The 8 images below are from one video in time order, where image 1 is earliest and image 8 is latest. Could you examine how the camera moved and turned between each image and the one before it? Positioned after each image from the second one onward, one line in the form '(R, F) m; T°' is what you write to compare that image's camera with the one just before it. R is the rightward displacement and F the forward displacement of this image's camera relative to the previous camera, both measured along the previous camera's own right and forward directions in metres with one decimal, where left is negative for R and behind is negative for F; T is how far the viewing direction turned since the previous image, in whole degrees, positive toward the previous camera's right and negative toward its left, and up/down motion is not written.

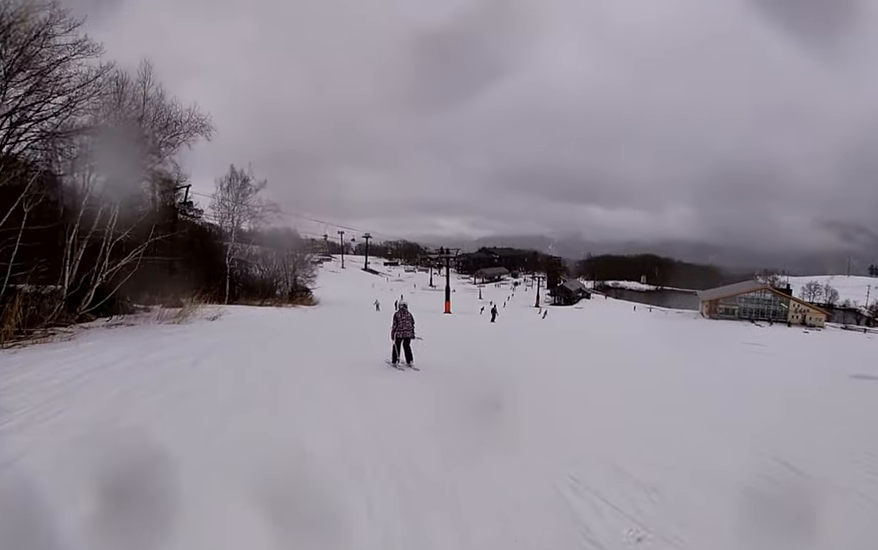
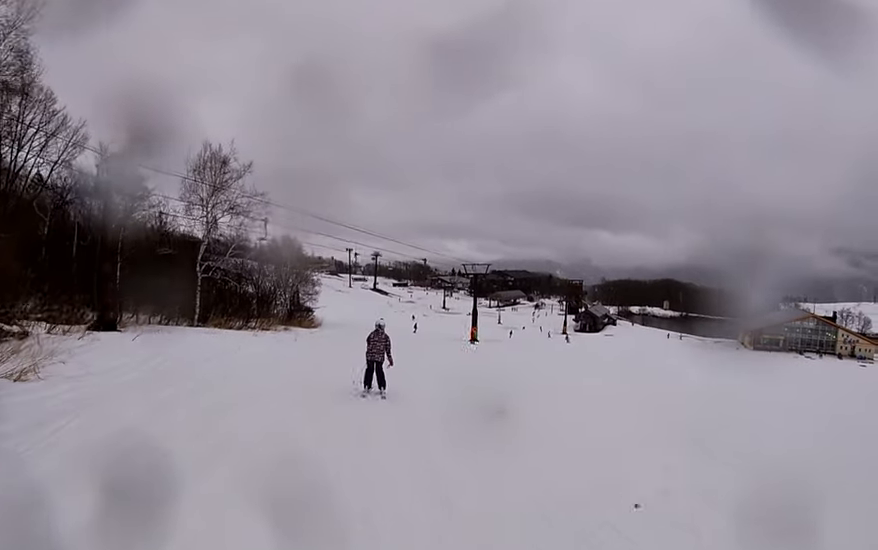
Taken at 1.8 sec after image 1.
(+0.1, +15.7) m; +4°
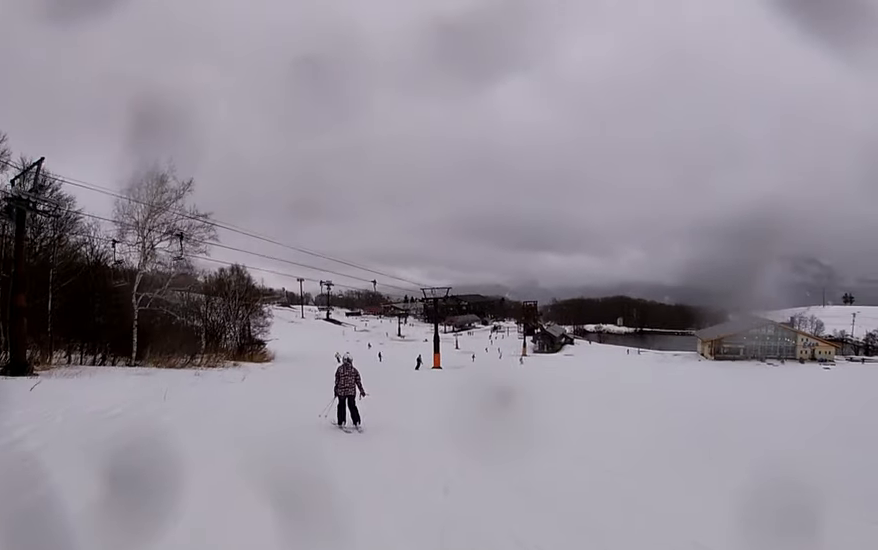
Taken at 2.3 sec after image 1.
(+0.1, +4.5) m; 0°
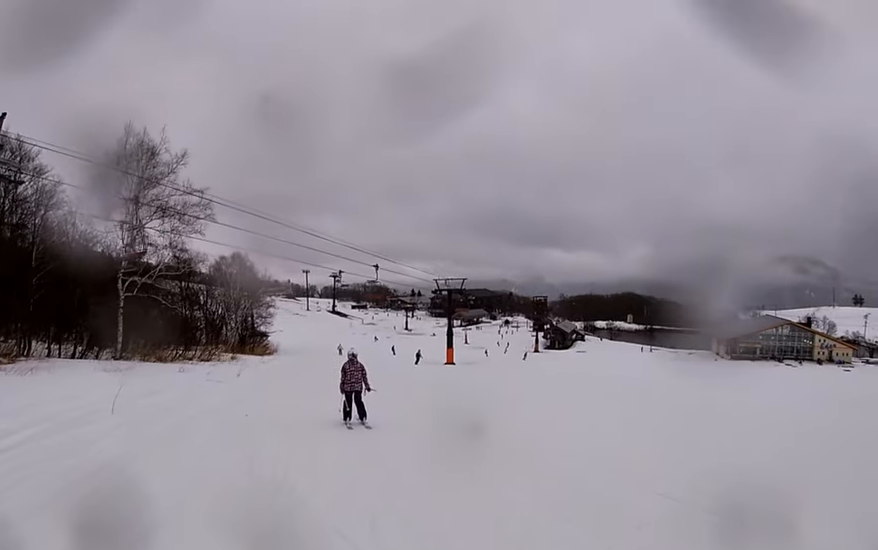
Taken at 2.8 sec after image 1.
(+0.1, +4.4) m; 0°
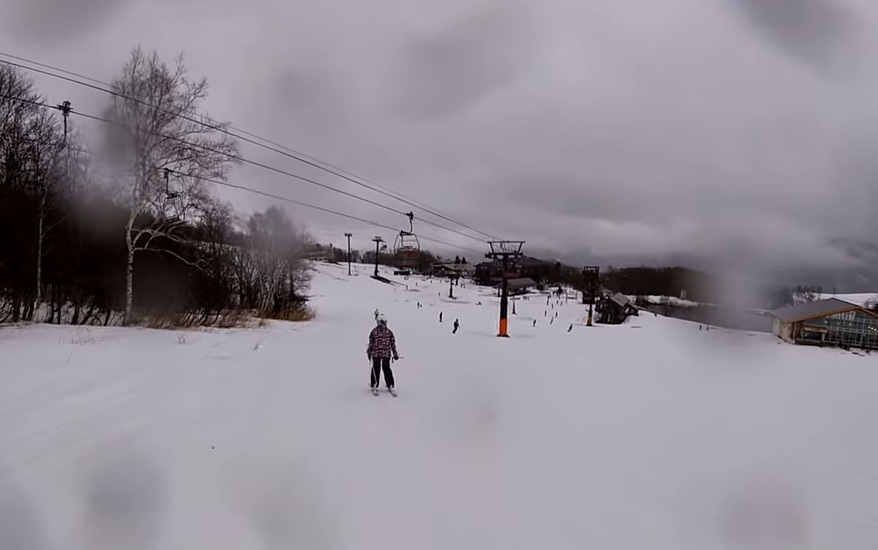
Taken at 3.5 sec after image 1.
(-0.1, +5.9) m; -5°
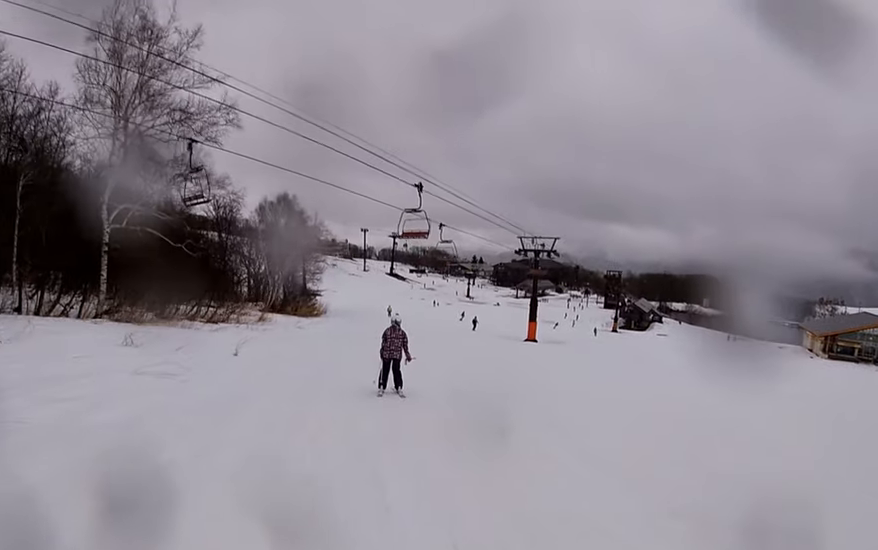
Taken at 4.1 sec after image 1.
(-0.1, +5.5) m; -2°
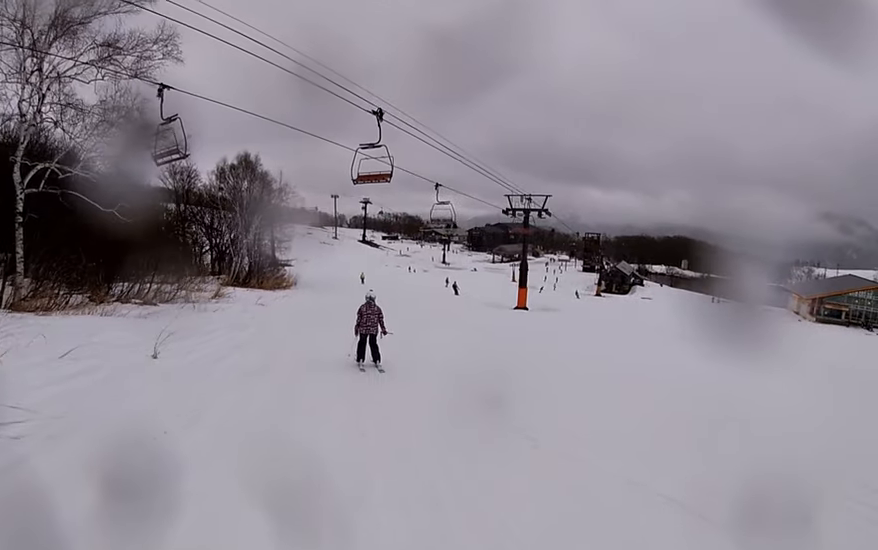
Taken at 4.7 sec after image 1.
(-0.7, +5.0) m; +2°
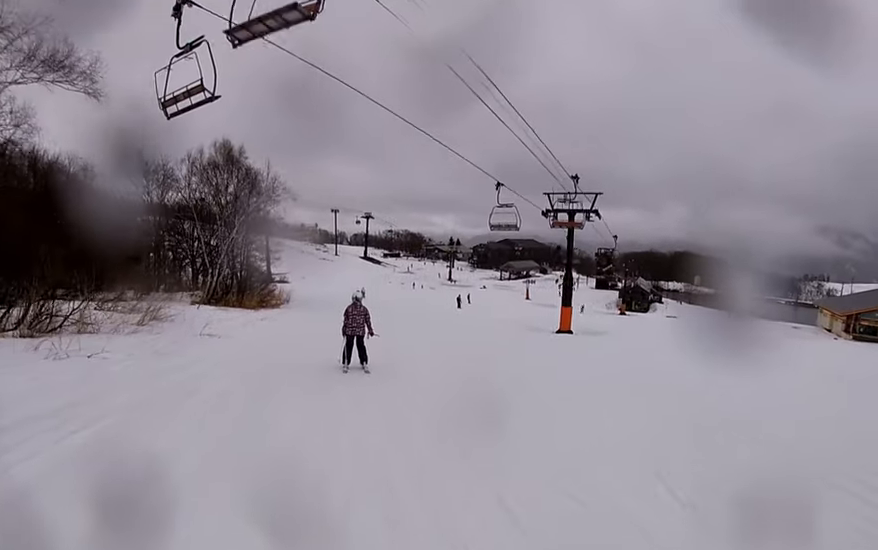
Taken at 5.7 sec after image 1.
(+1.3, +10.1) m; +7°
